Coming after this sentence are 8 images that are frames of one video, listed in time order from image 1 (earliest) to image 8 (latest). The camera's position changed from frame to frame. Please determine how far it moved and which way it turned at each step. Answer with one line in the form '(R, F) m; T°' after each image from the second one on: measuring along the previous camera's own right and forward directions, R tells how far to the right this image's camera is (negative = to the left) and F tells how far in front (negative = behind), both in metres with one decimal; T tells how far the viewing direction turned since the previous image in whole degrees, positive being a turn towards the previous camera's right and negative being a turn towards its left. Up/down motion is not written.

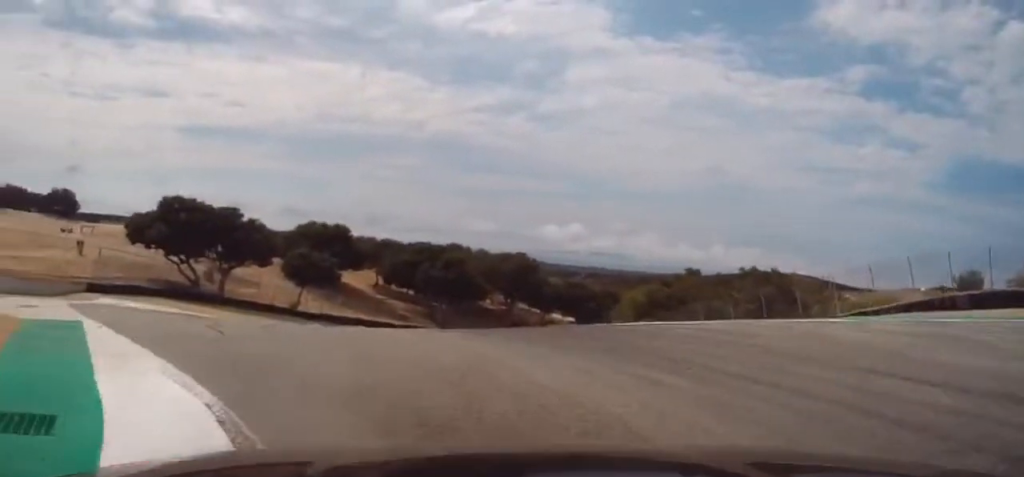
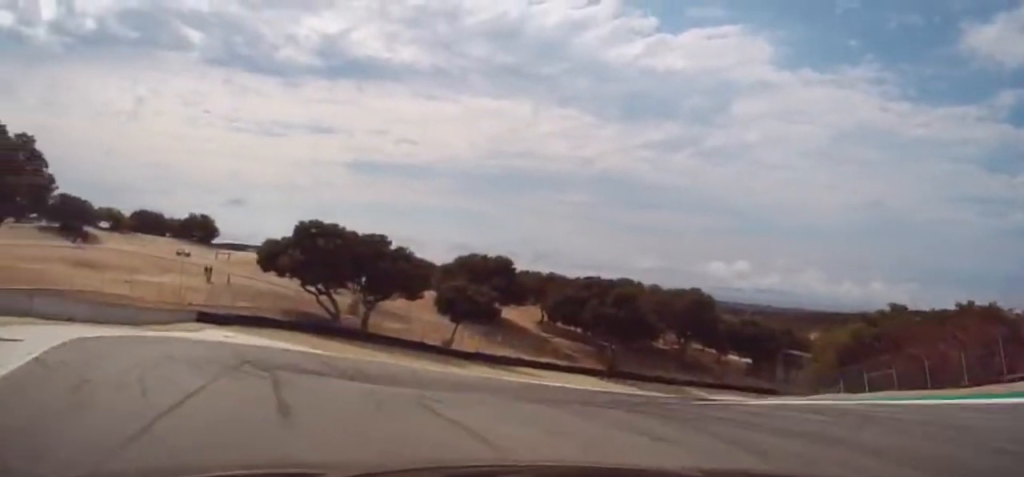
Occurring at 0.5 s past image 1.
(-1.6, +7.6) m; -8°
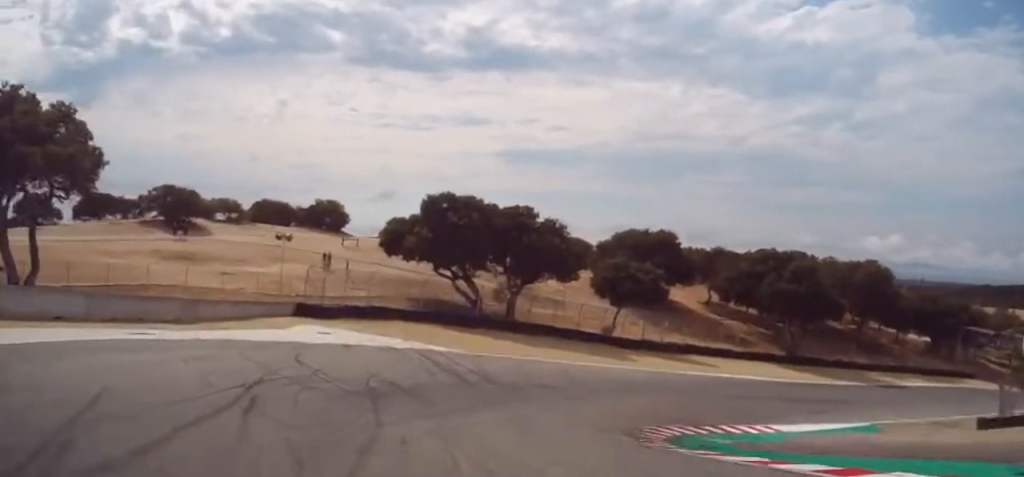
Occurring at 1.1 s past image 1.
(-1.0, +10.2) m; -8°
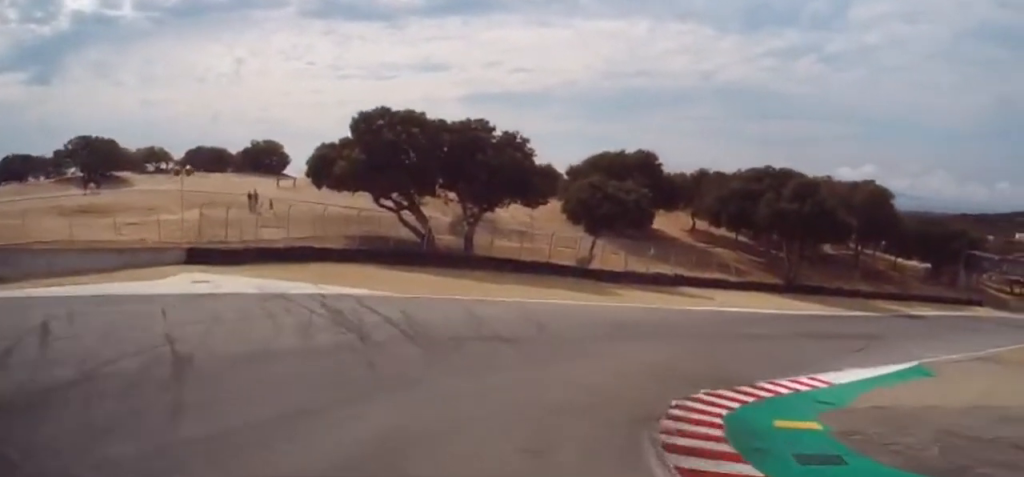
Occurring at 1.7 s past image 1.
(-0.8, +9.7) m; +5°
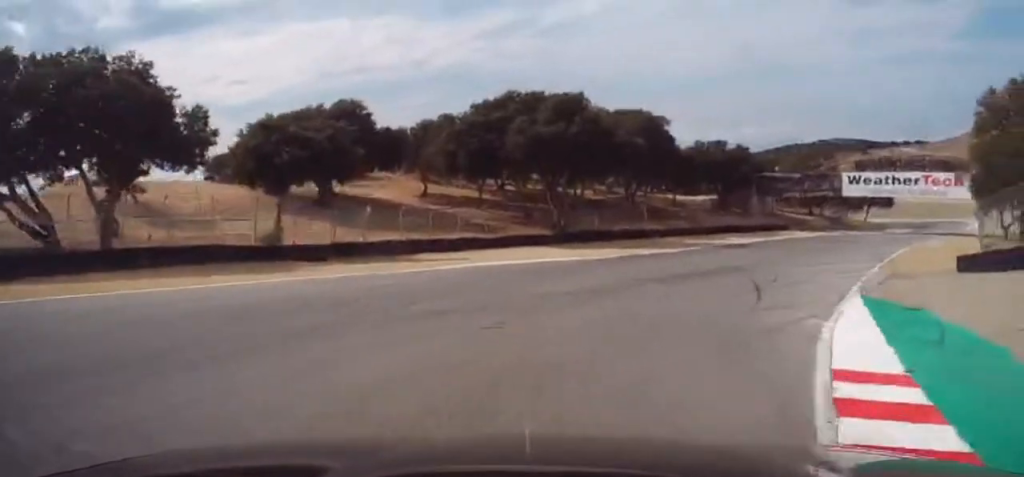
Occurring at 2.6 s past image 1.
(+1.8, +16.3) m; +15°
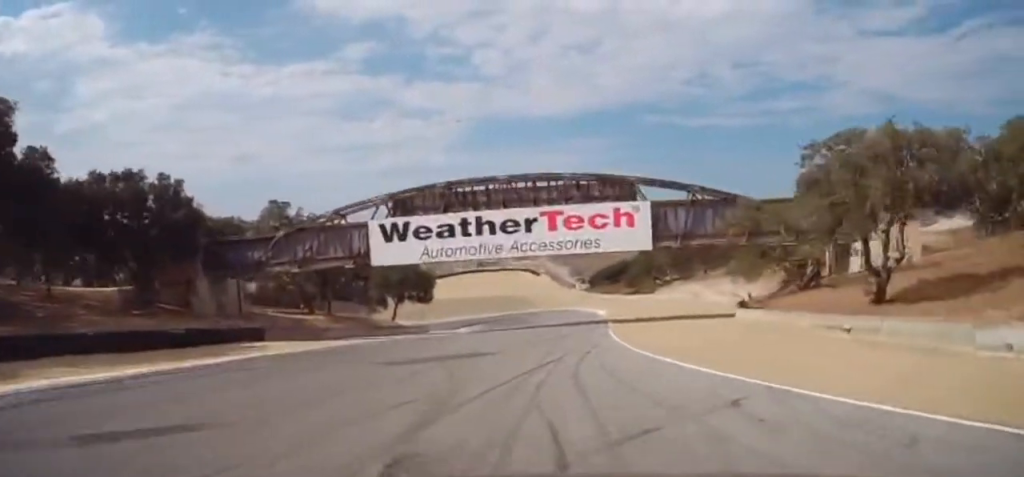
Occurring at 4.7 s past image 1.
(+14.5, +43.7) m; +31°
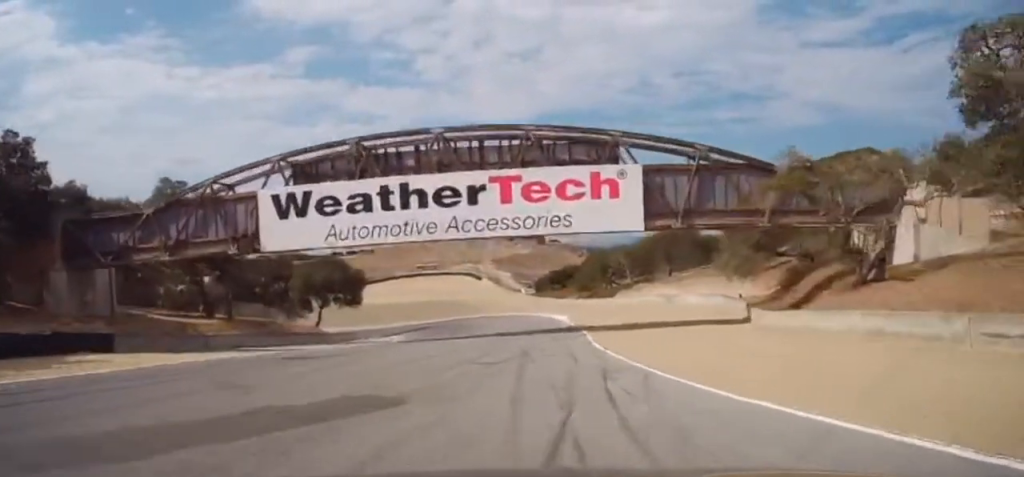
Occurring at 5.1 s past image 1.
(+0.1, +11.3) m; +5°
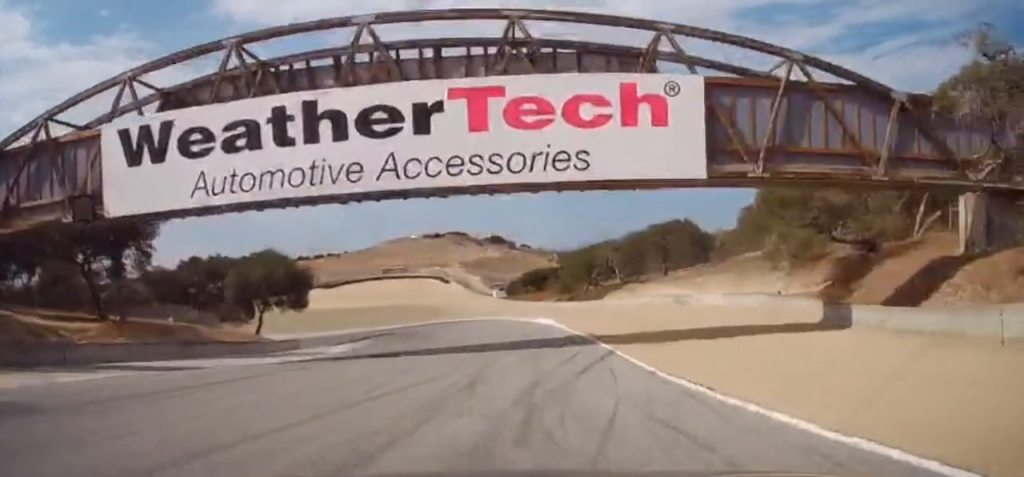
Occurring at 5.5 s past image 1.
(+1.0, +11.4) m; +2°
